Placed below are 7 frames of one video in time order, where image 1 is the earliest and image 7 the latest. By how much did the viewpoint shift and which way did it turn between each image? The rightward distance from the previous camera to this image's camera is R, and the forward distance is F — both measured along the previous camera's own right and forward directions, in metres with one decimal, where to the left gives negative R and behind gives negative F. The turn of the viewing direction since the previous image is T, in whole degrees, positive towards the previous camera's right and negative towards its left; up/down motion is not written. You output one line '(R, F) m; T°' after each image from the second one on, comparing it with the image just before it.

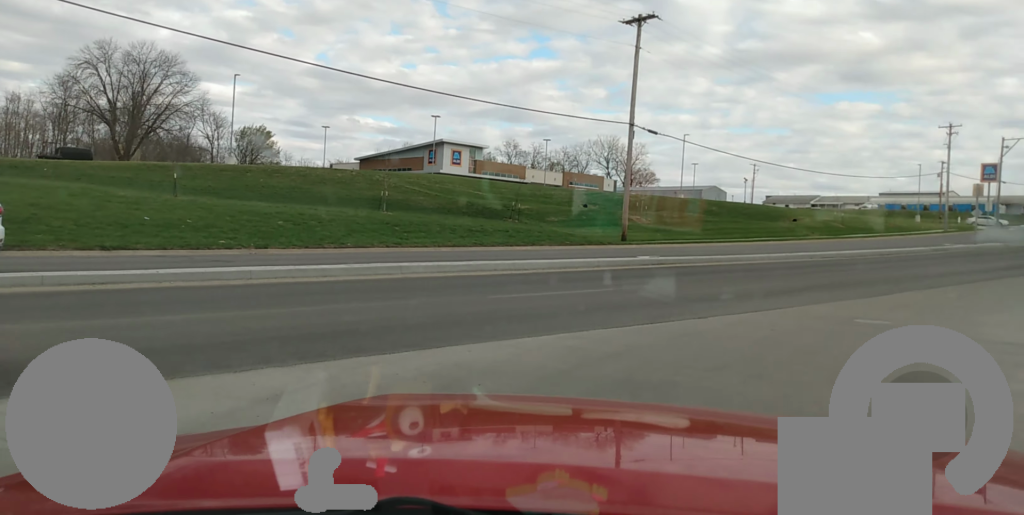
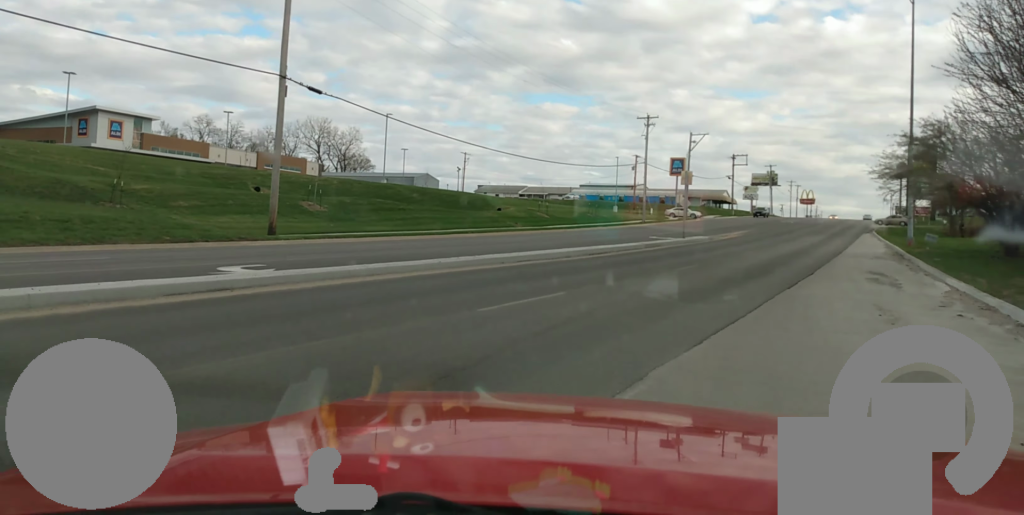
(+2.7, +11.2) m; +24°
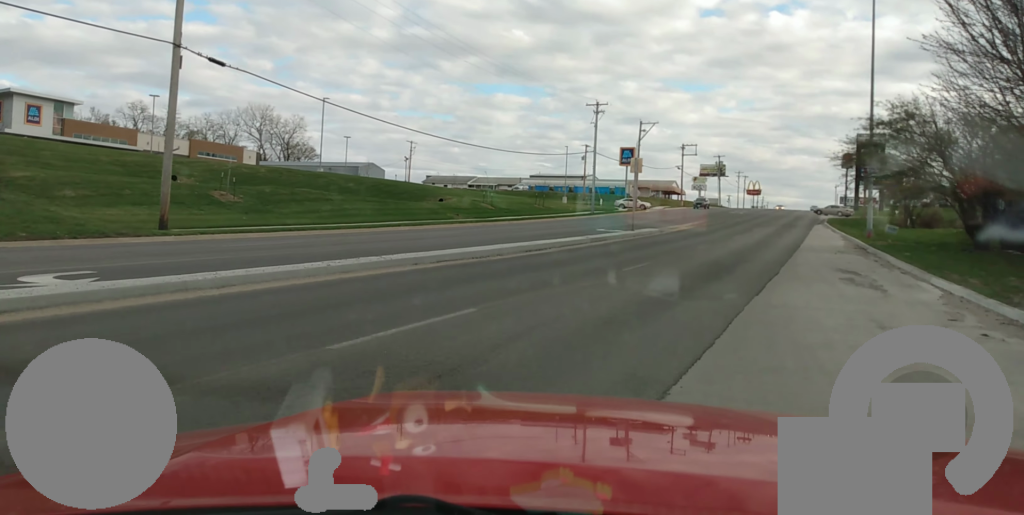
(+0.3, +3.4) m; +5°
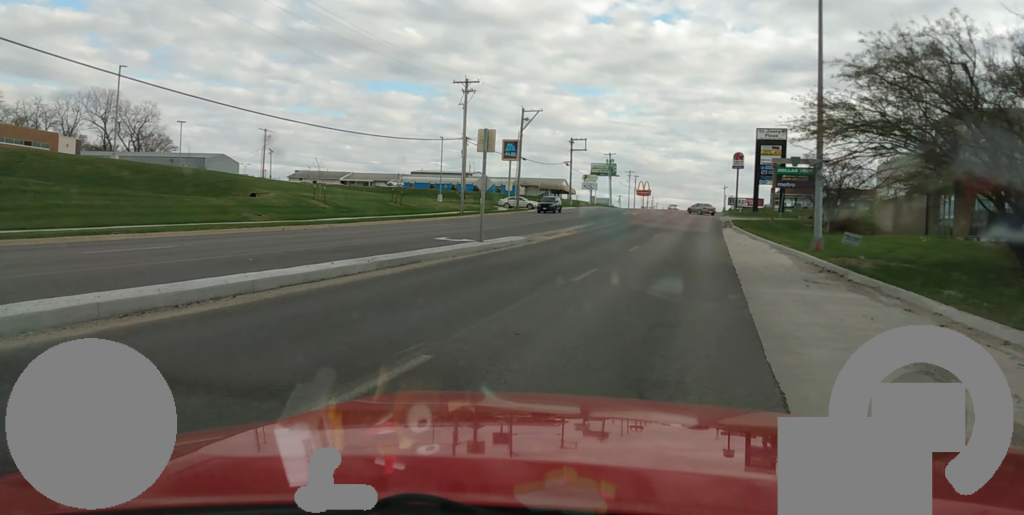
(+0.7, +14.1) m; +6°
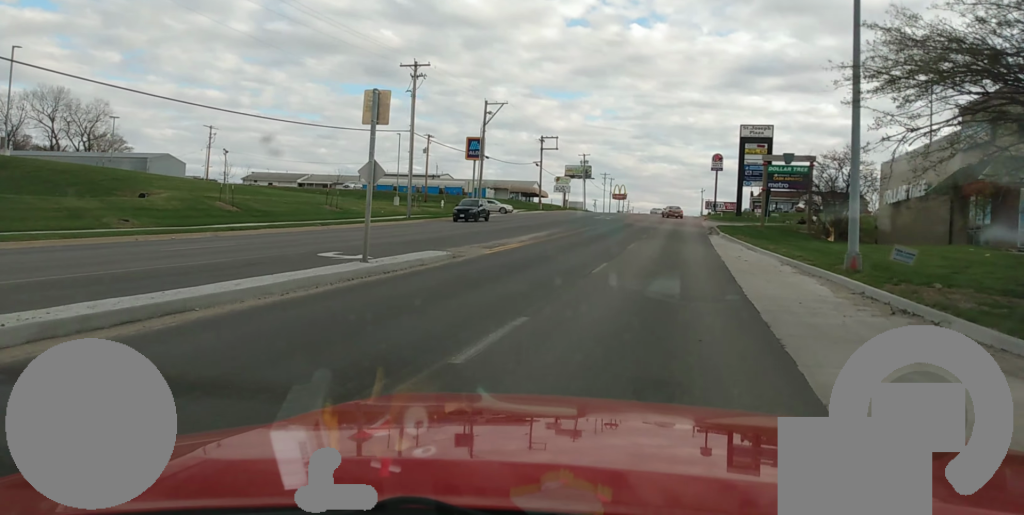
(+0.2, +8.3) m; +1°
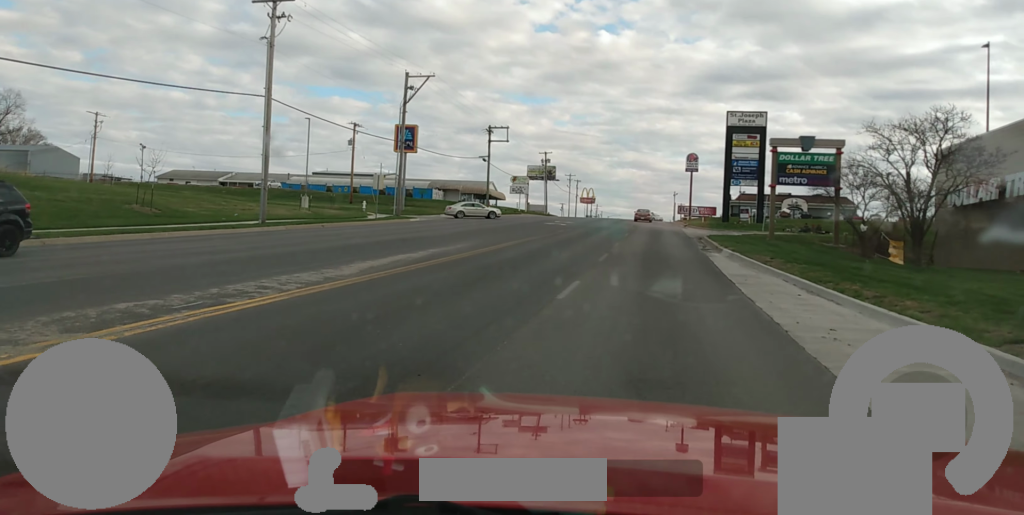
(0.0, +16.9) m; 0°
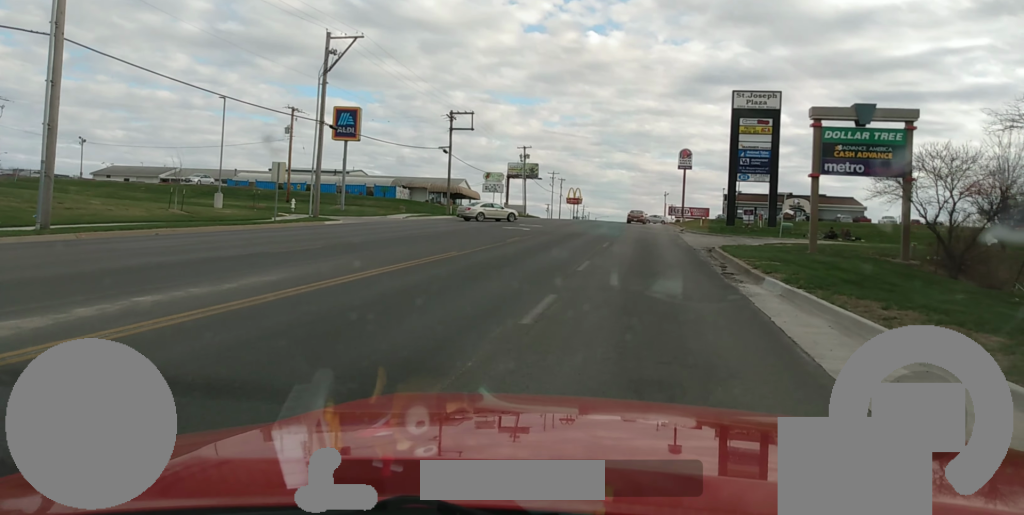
(0.0, +12.8) m; 0°
